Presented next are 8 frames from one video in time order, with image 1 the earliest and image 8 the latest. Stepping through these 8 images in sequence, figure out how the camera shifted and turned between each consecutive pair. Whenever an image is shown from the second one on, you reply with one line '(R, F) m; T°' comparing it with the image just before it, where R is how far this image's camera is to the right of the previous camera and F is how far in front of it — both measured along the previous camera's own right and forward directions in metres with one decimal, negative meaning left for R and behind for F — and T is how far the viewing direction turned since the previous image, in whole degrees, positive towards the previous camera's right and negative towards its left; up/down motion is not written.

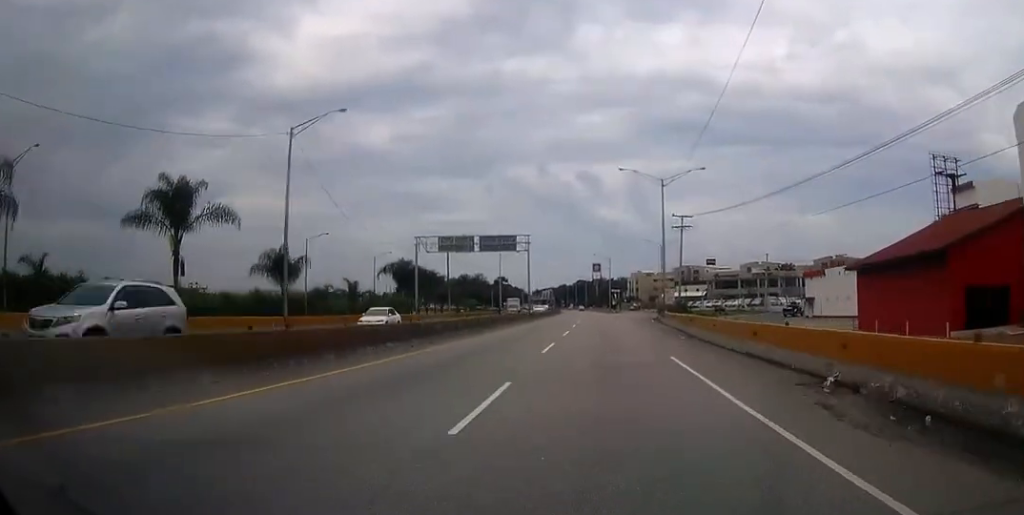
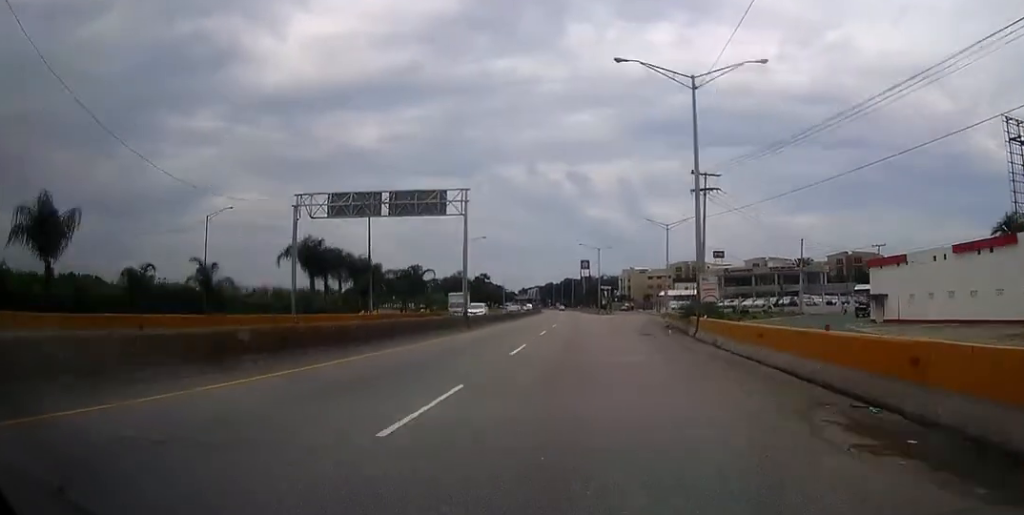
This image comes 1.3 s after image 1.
(0.0, +26.6) m; +1°
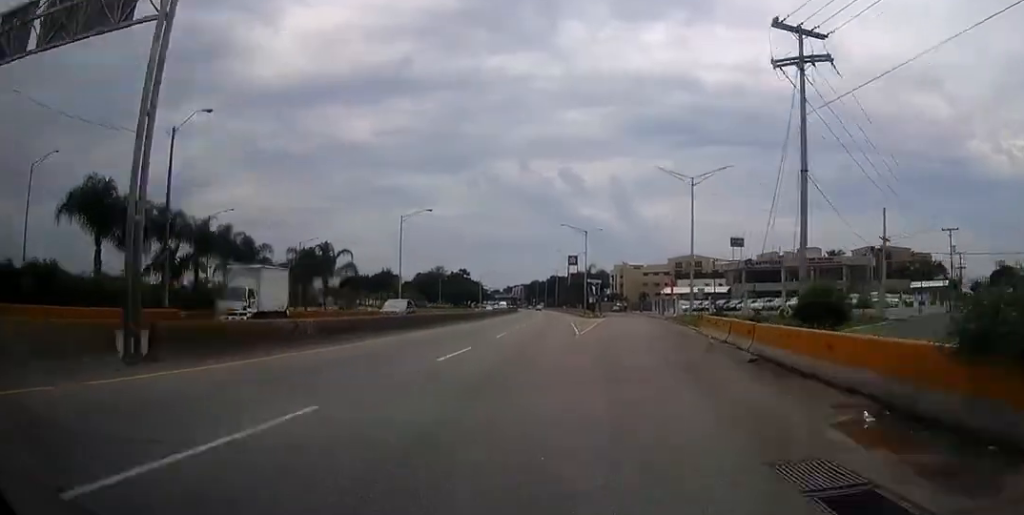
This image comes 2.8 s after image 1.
(+0.2, +30.2) m; +1°
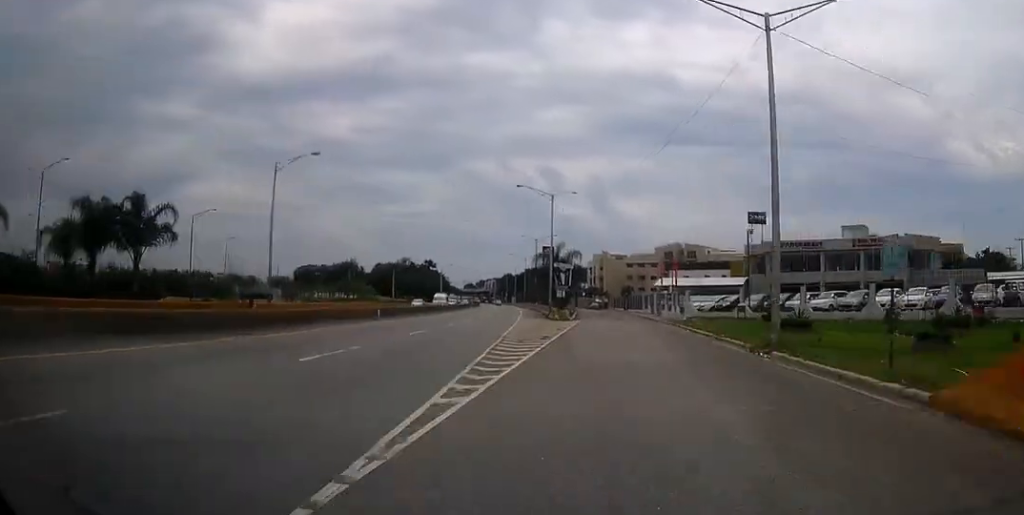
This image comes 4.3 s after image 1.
(+0.2, +29.4) m; +1°
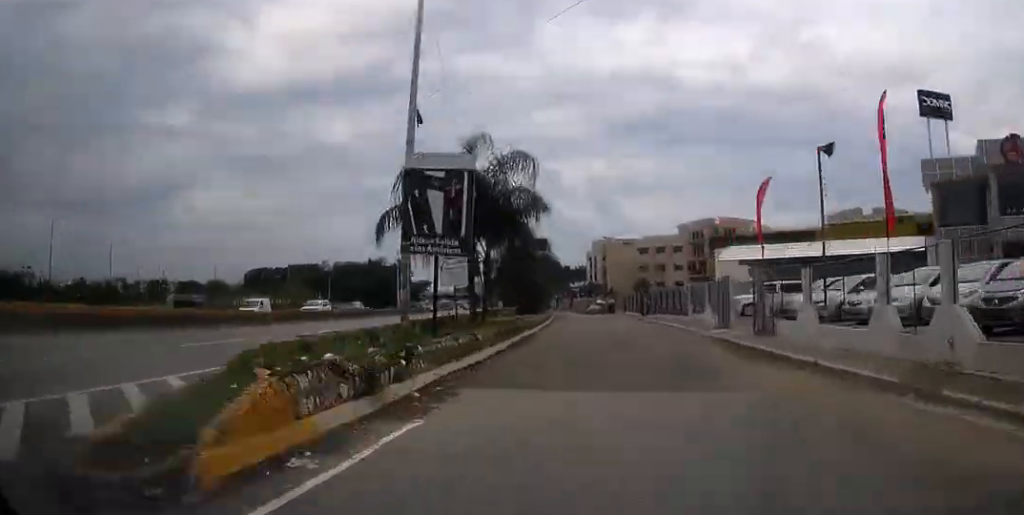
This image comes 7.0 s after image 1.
(+0.4, +51.4) m; 0°
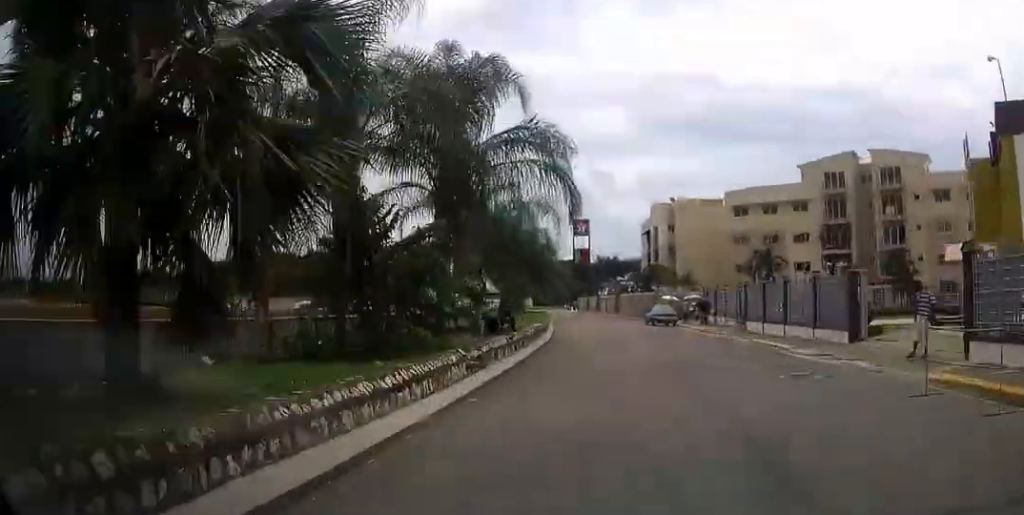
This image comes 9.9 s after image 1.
(-1.1, +52.9) m; -3°
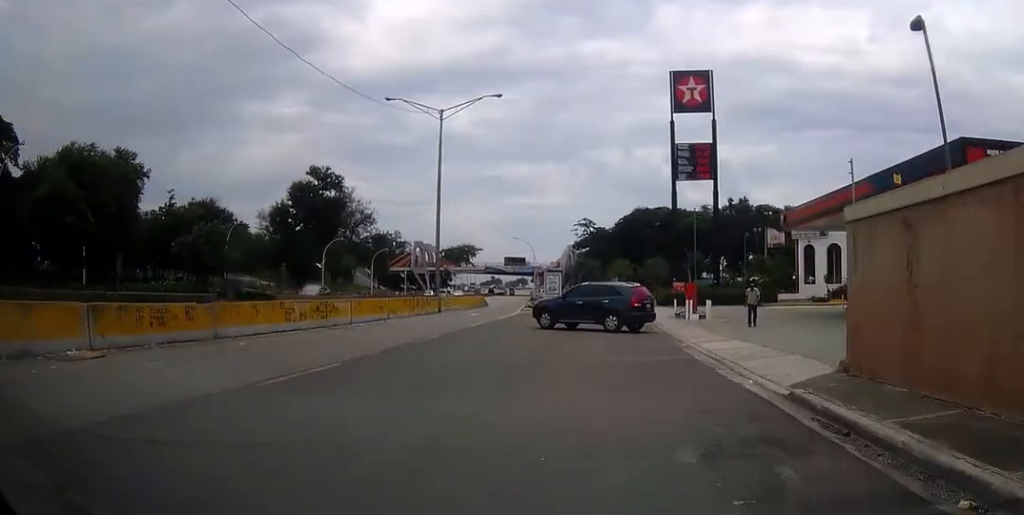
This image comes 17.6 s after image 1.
(-6.8, +108.5) m; -5°
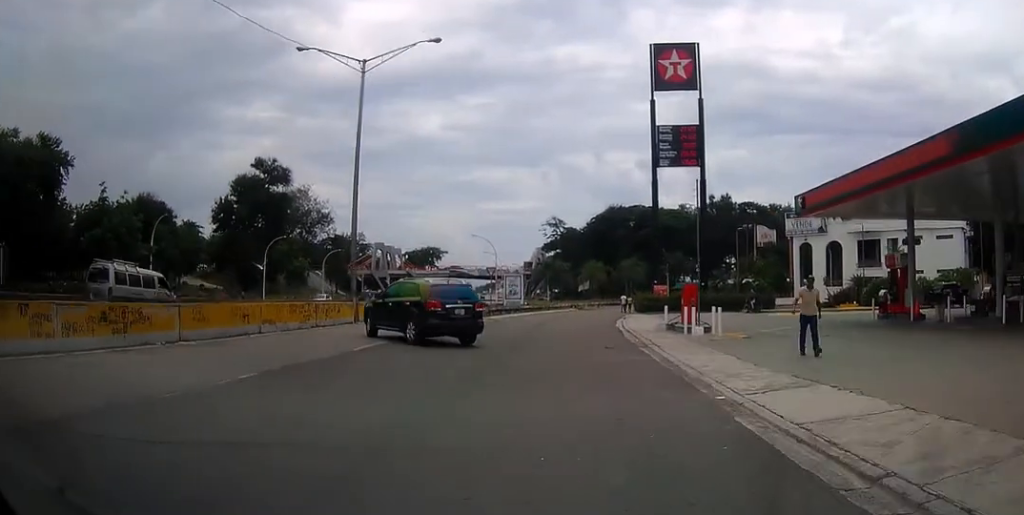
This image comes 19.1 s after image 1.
(0.0, +11.6) m; +4°
